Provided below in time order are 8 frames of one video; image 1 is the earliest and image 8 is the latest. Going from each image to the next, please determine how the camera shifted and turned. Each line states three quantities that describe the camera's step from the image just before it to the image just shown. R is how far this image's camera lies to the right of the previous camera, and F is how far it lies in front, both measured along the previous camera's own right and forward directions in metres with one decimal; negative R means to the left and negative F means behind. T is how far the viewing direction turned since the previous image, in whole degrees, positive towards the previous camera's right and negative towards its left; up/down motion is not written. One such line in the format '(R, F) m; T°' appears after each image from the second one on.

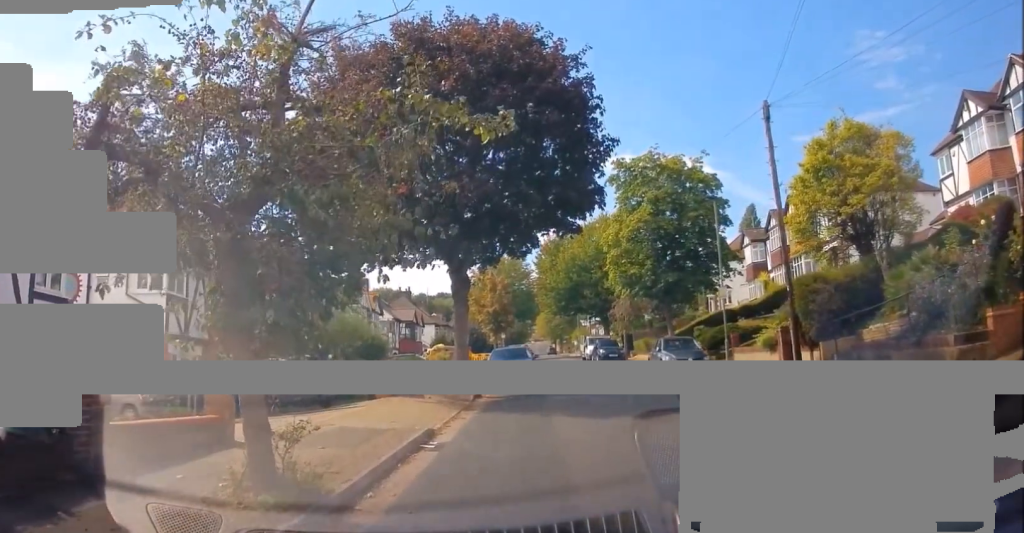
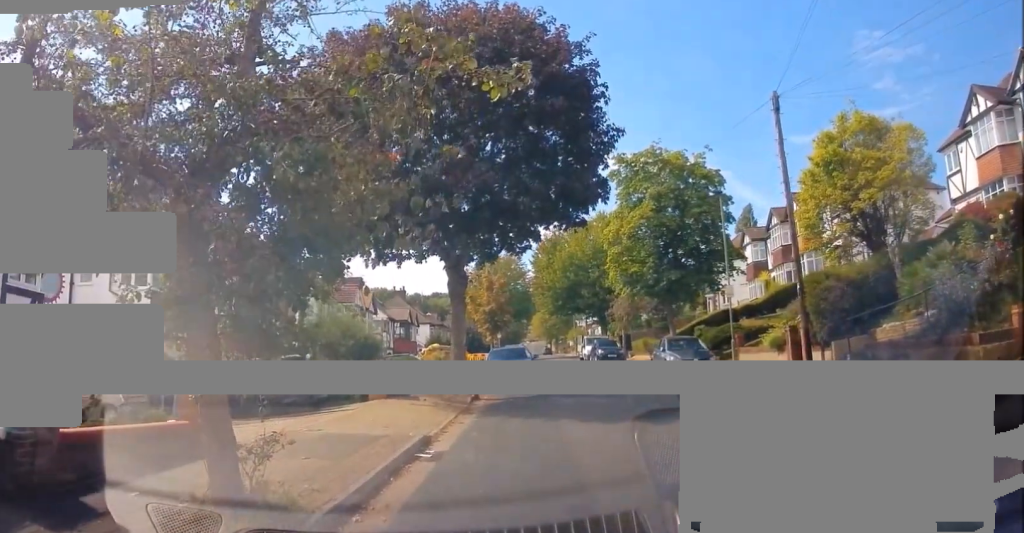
(+0.2, +1.0) m; 0°
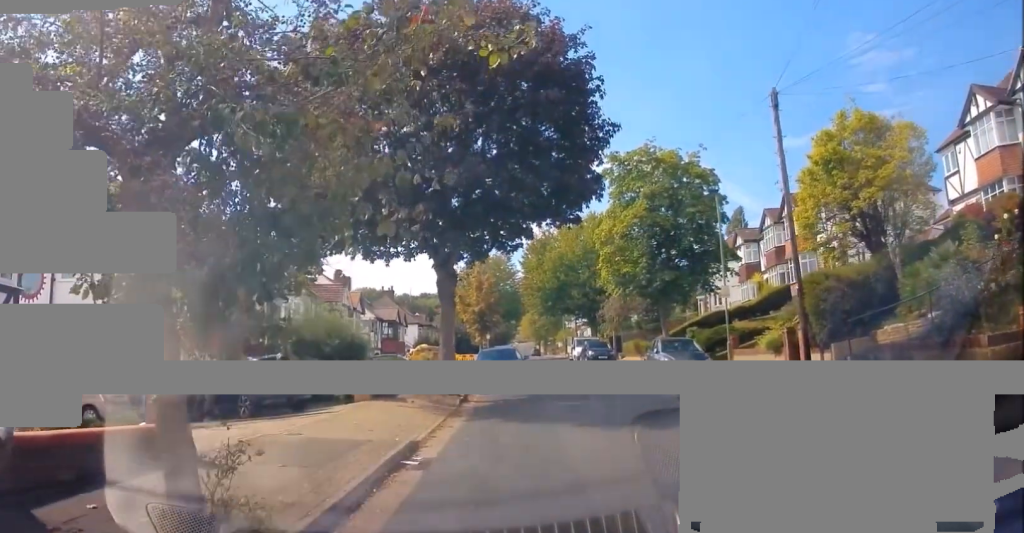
(+0.1, +0.7) m; 0°
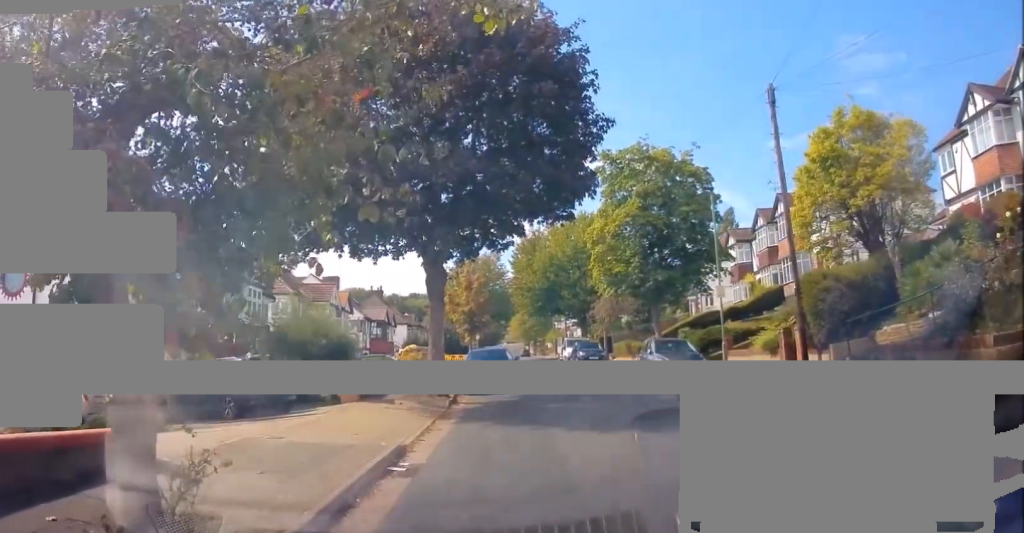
(0.0, +0.5) m; 0°
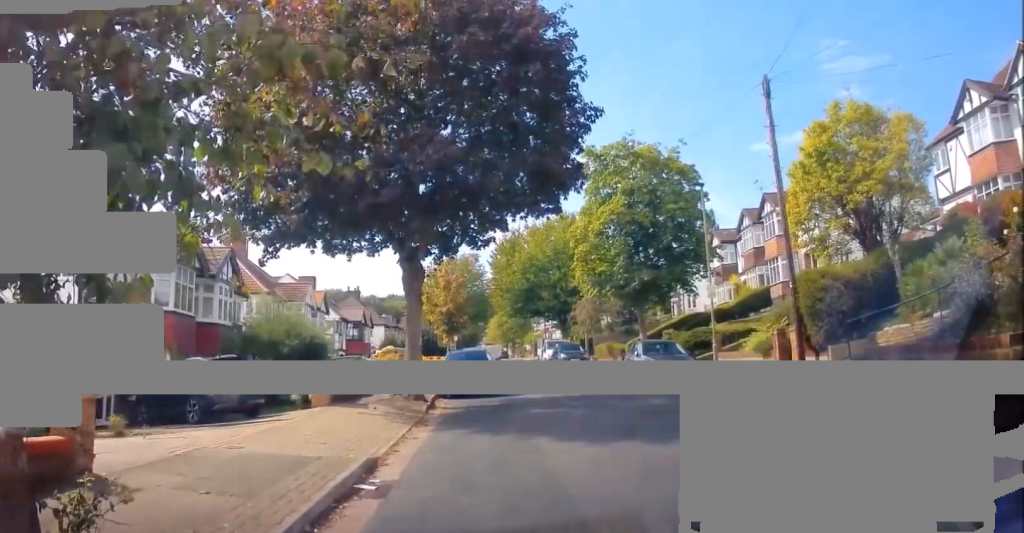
(+0.4, +1.0) m; 0°
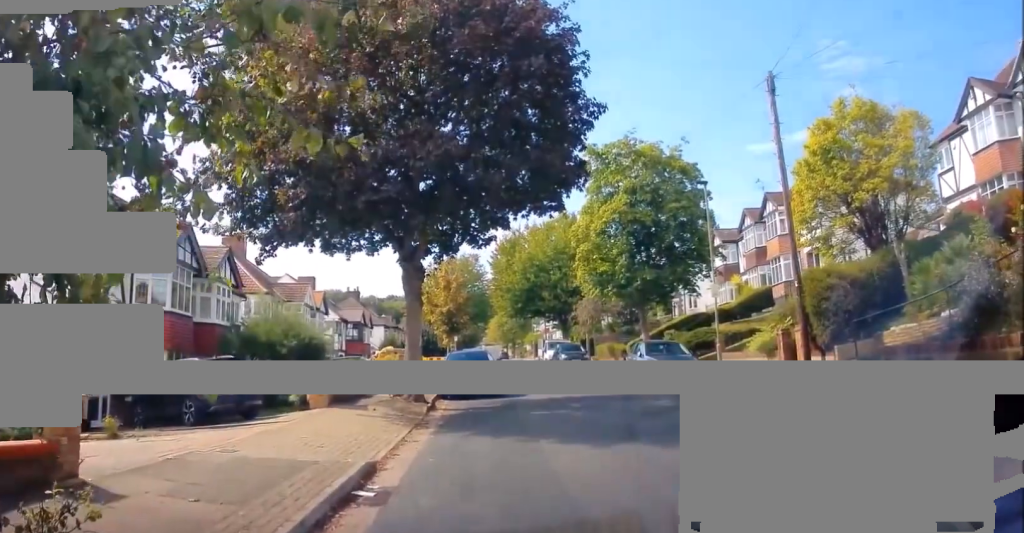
(+0.2, +0.3) m; 0°
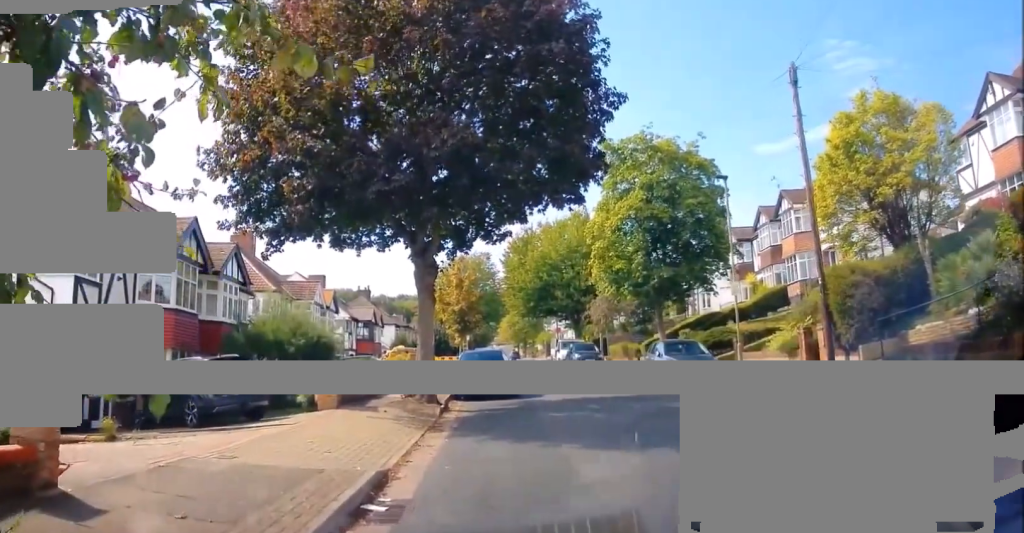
(+0.1, +0.6) m; 0°
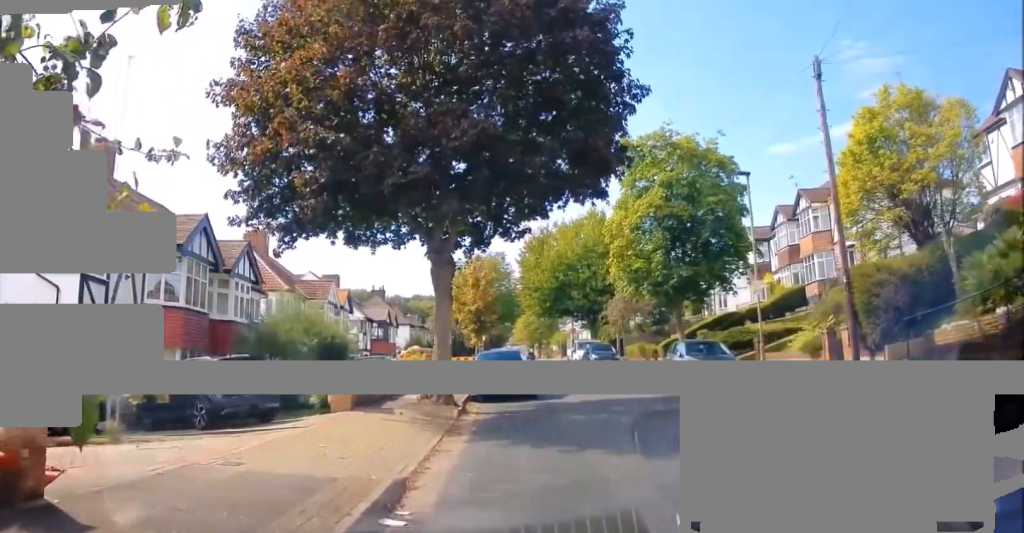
(-0.2, +0.5) m; 0°
